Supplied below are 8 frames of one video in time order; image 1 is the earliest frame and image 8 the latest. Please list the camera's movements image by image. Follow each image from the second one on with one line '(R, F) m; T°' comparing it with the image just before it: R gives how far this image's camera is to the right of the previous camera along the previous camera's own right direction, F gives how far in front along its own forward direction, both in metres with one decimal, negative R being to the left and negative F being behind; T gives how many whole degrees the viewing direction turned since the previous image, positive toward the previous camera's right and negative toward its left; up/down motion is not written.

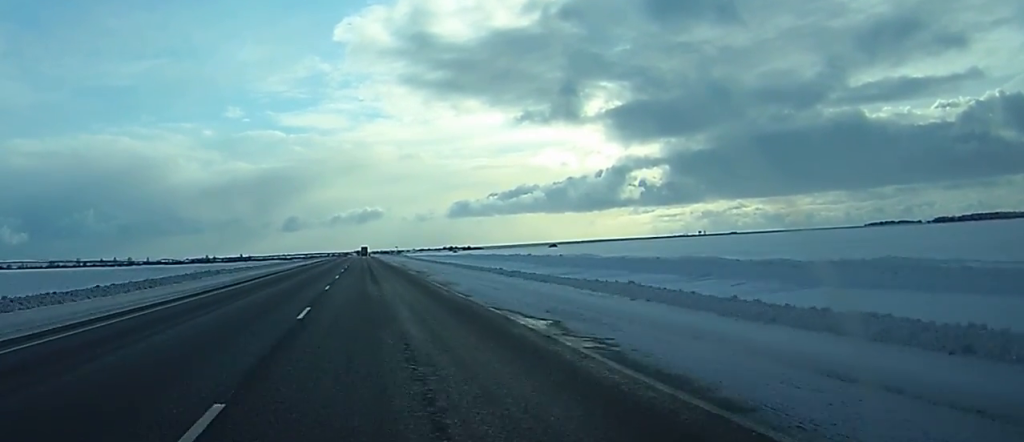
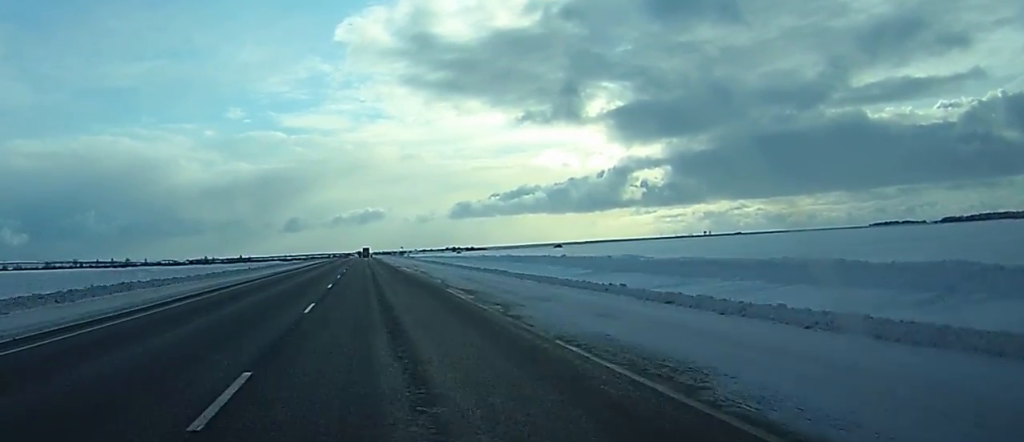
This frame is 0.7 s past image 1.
(0.0, +22.0) m; 0°
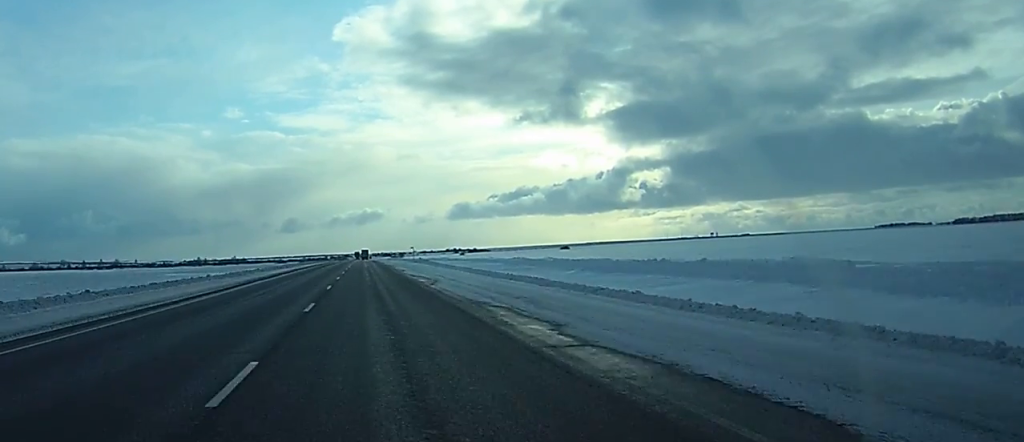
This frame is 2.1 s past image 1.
(+0.1, +47.2) m; 0°
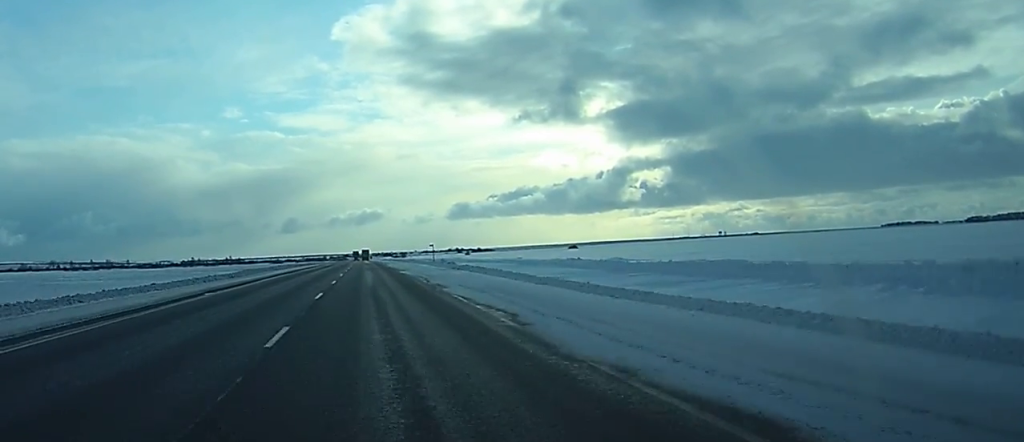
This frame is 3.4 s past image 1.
(-0.1, +43.8) m; 0°
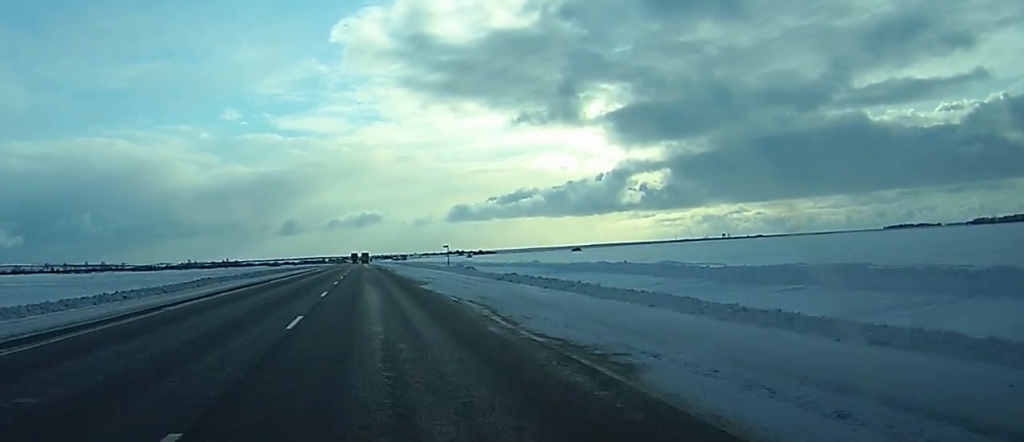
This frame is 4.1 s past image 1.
(0.0, +20.7) m; 0°
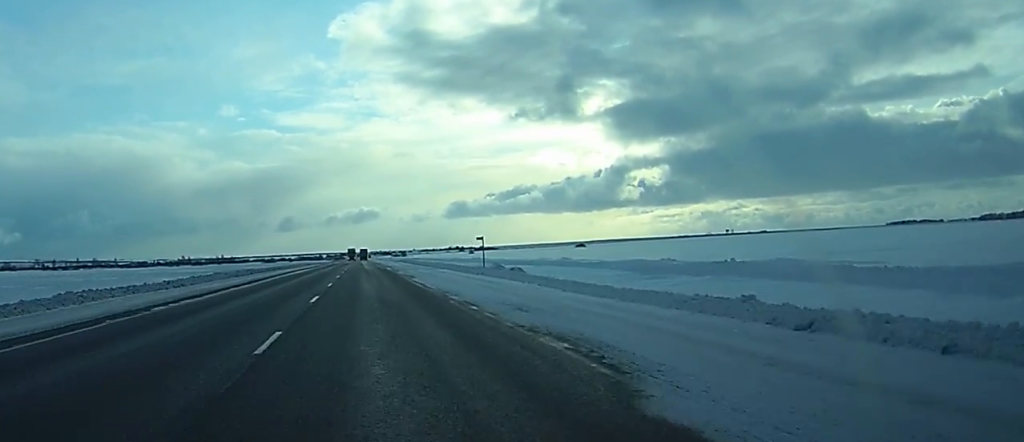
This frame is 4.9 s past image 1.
(0.0, +28.3) m; 0°
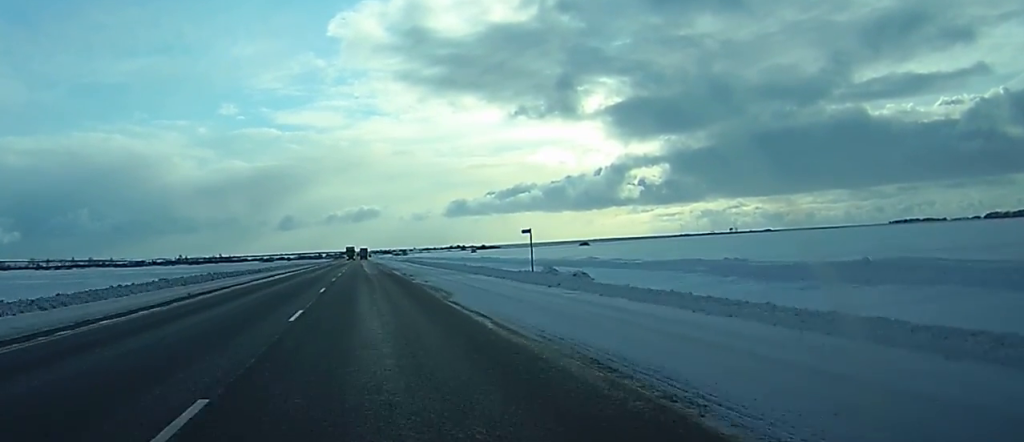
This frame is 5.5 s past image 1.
(0.0, +18.5) m; 0°
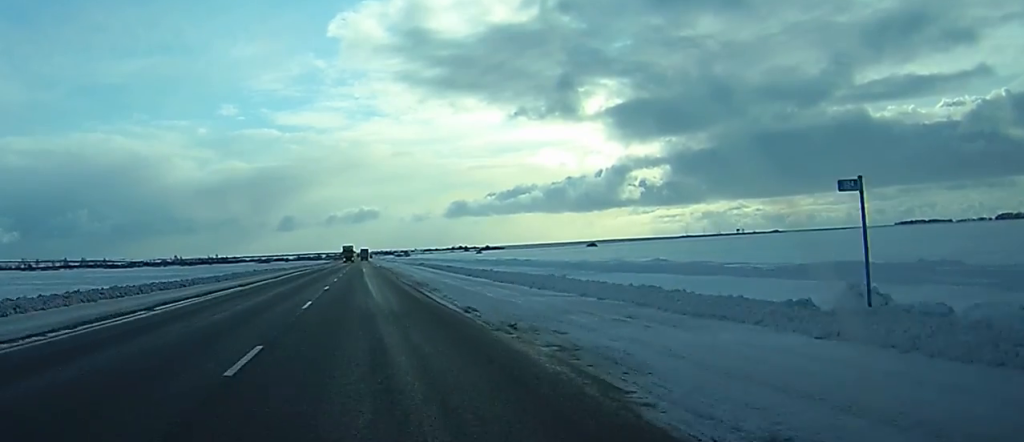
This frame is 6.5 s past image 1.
(0.0, +31.4) m; 0°
